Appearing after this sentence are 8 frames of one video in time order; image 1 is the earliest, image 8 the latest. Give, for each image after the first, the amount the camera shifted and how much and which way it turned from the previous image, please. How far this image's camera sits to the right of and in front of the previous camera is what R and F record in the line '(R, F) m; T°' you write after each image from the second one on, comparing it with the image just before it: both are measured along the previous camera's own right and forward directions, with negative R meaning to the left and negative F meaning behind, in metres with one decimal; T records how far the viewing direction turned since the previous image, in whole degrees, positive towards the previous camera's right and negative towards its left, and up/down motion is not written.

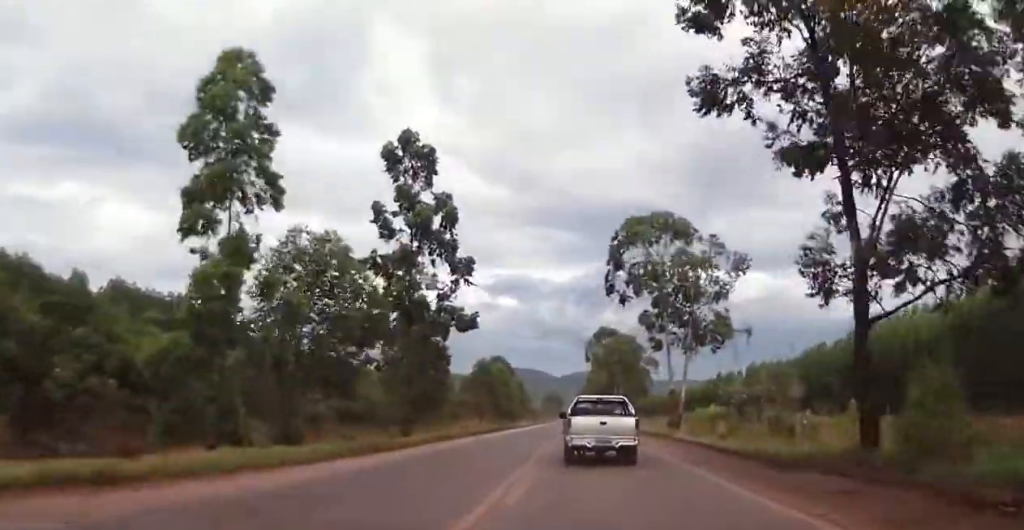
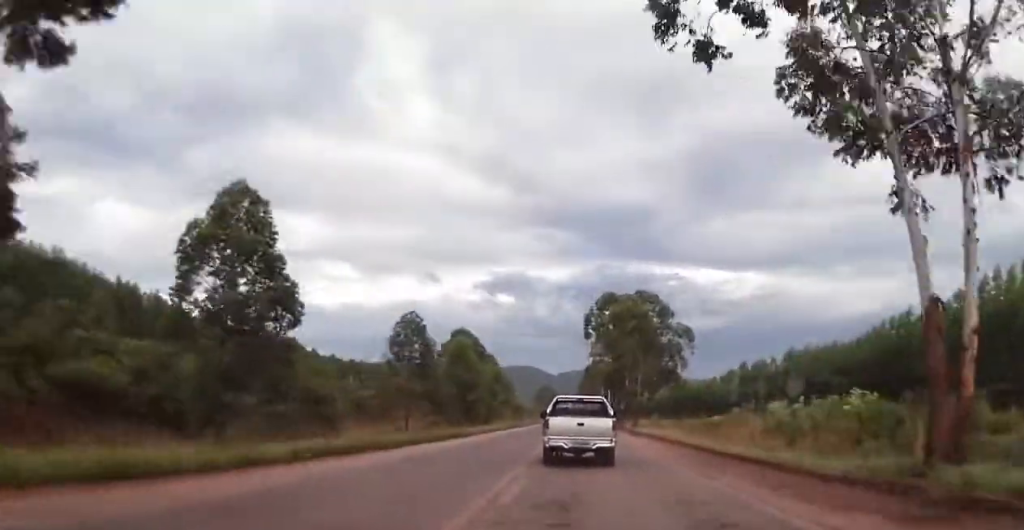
(+0.1, +31.6) m; 0°
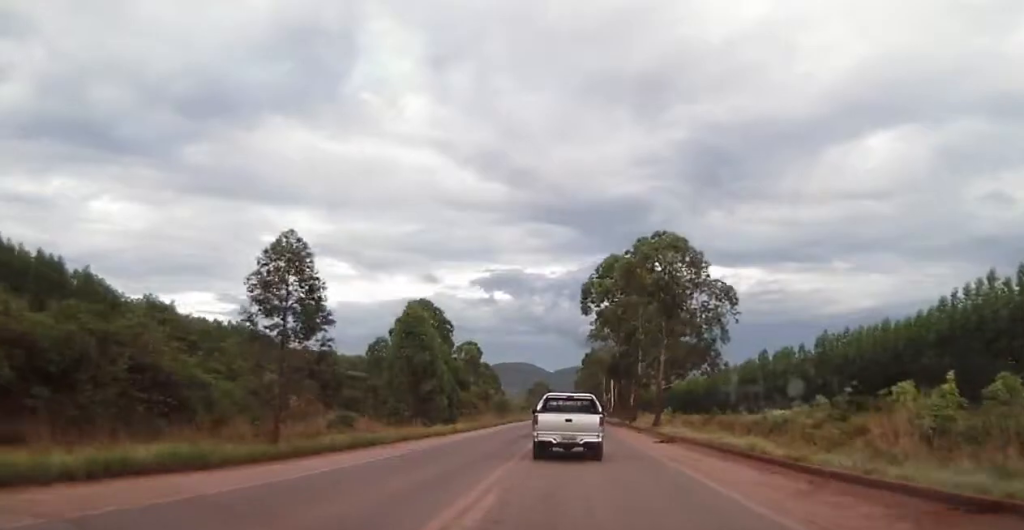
(-0.1, +19.3) m; 0°
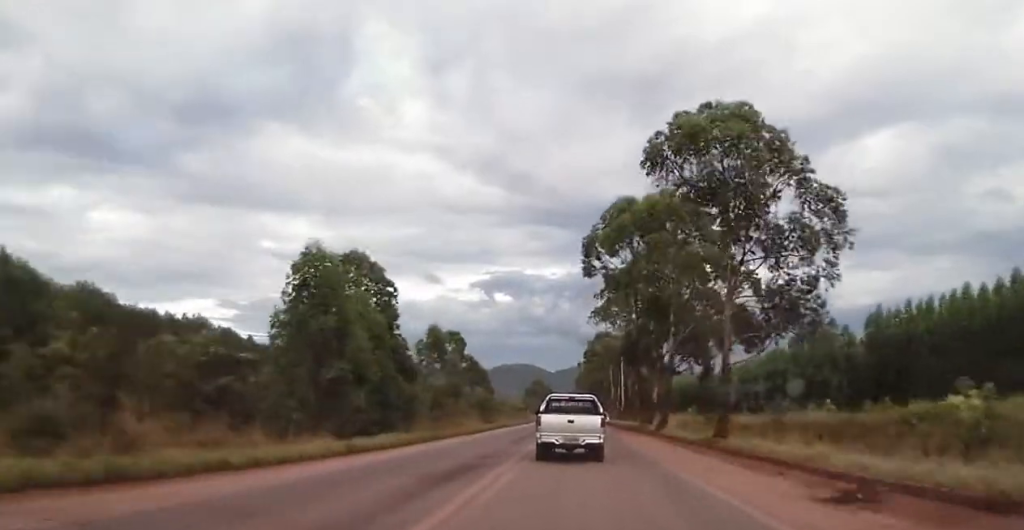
(+0.2, +19.4) m; 0°
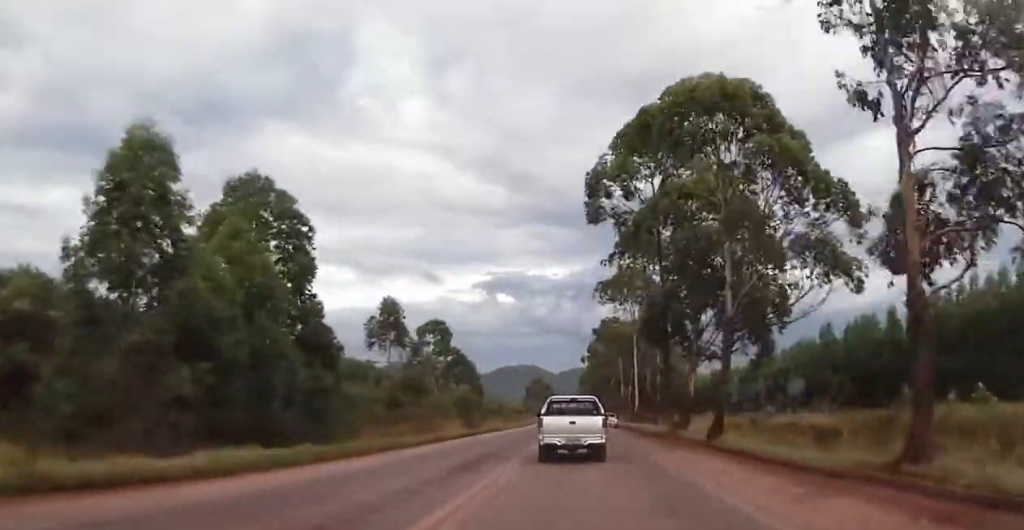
(+0.1, +14.2) m; -1°
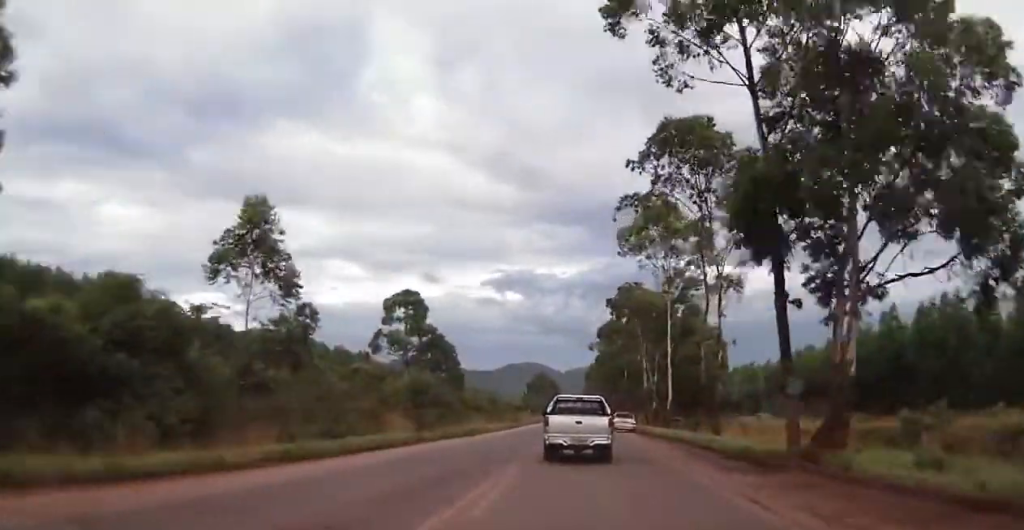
(-0.6, +19.5) m; 0°
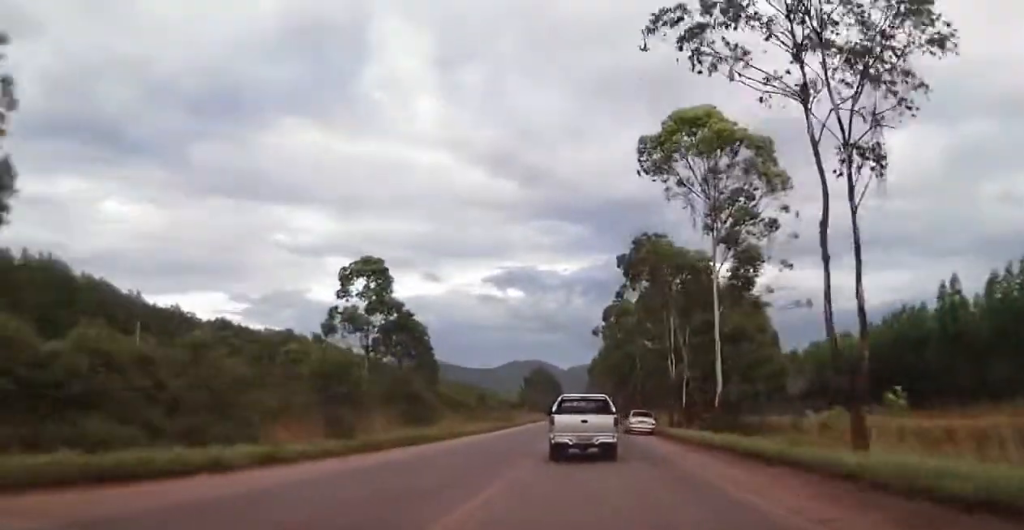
(+0.5, +15.1) m; +1°
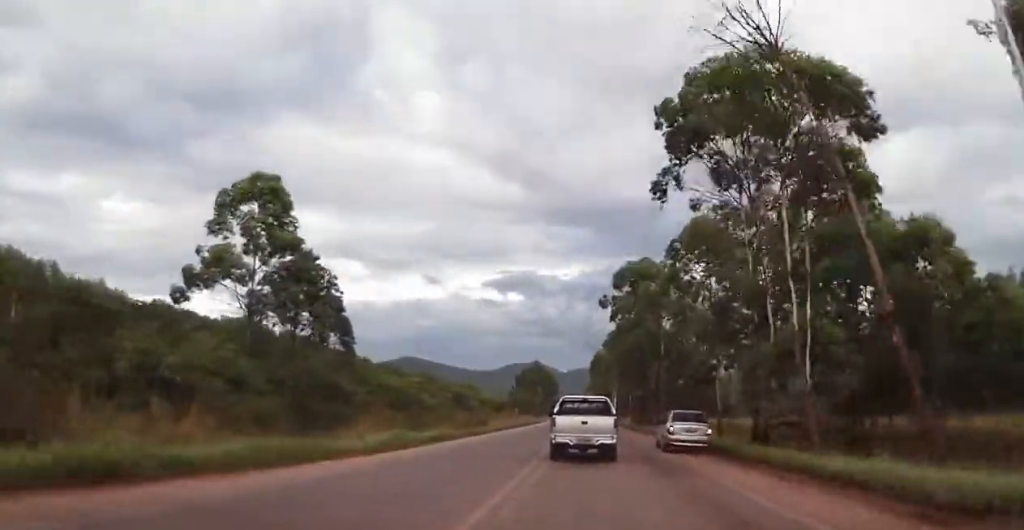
(-0.1, +23.3) m; -1°
